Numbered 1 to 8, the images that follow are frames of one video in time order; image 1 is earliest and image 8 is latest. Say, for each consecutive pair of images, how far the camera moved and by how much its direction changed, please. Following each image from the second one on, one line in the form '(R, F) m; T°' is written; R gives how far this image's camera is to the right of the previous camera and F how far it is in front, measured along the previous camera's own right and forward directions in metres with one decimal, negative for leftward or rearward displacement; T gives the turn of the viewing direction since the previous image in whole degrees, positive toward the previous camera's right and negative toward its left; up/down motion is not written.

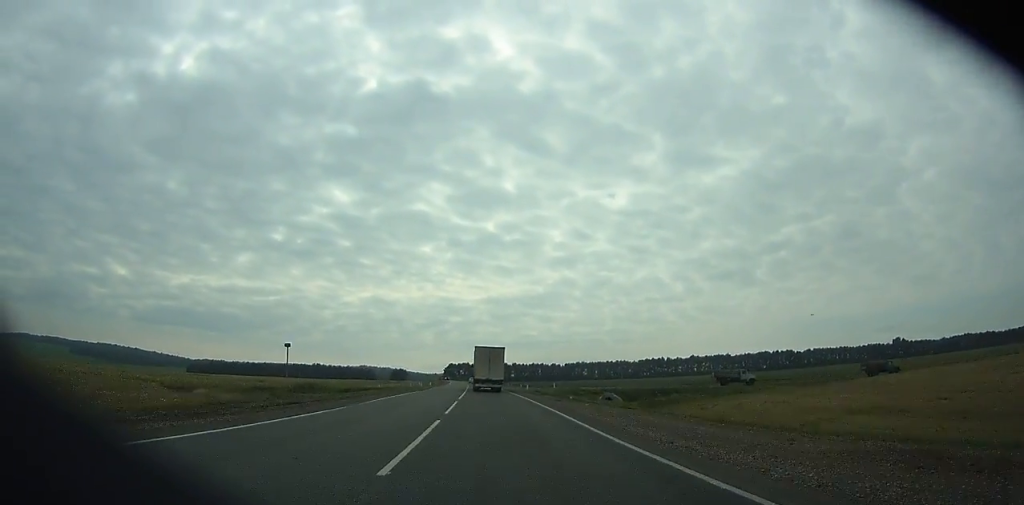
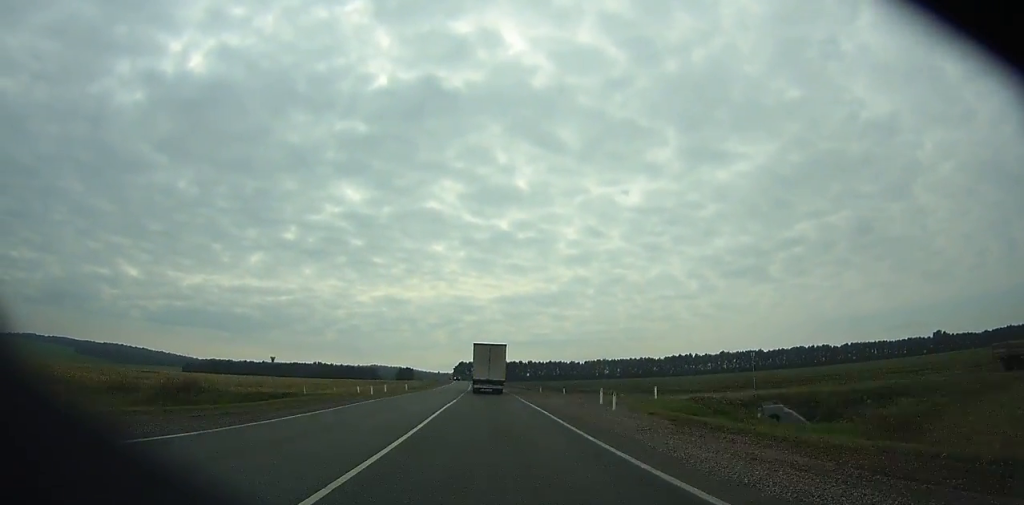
(-0.4, +45.2) m; -2°
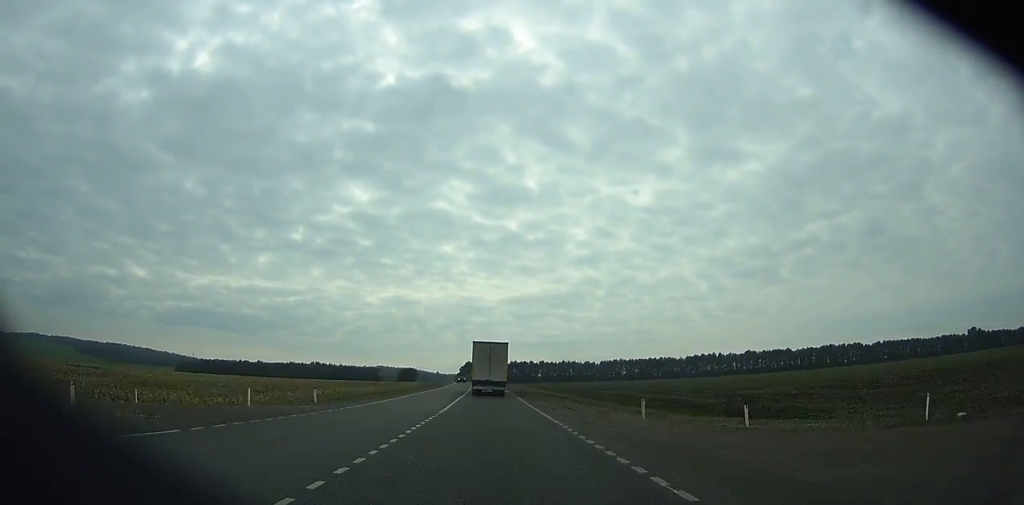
(-0.8, +36.8) m; -1°
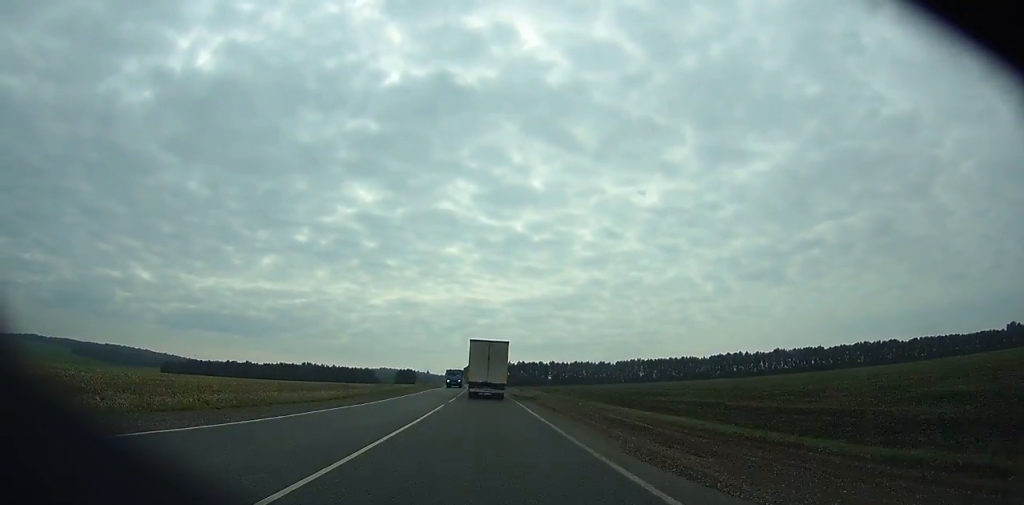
(-0.4, +43.1) m; -1°
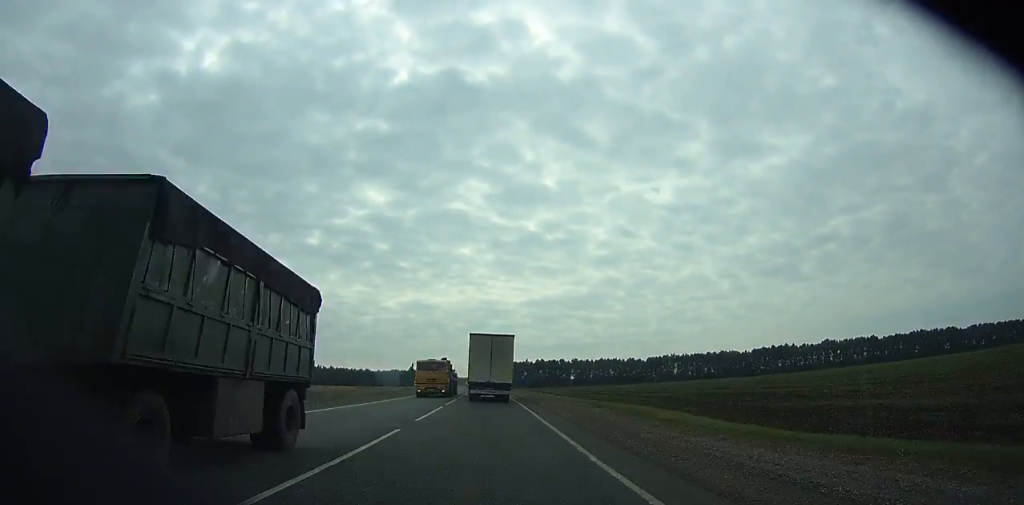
(-0.3, +51.5) m; -1°
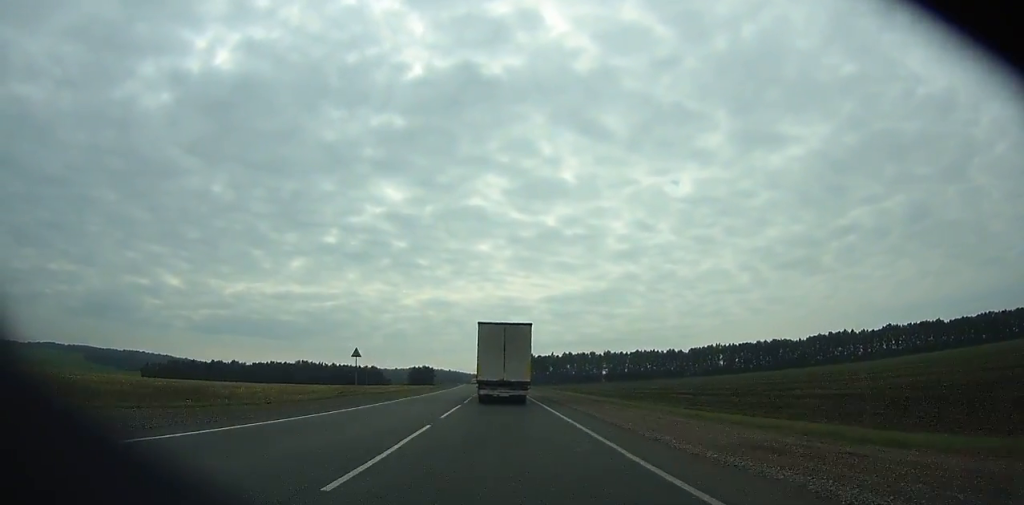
(-0.8, +48.1) m; -2°
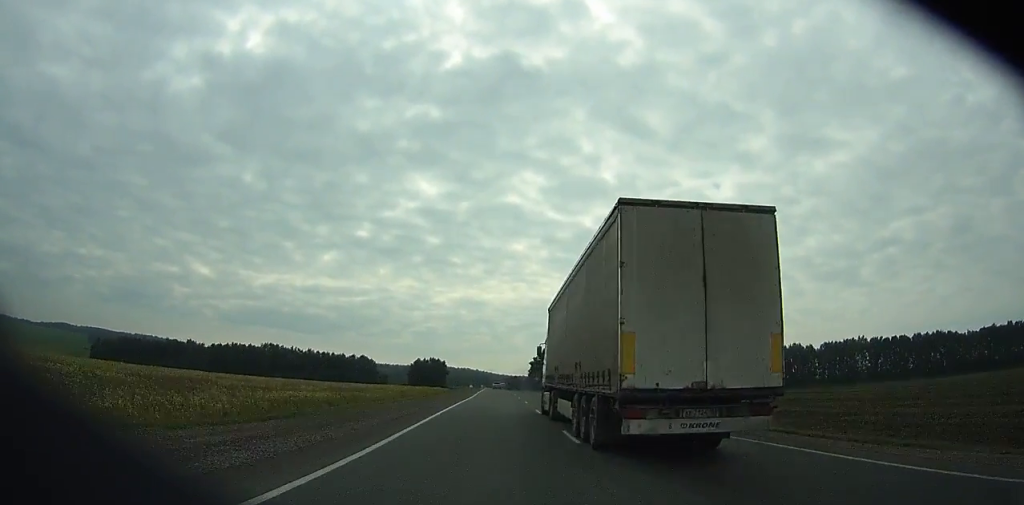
(-4.0, +113.1) m; -3°
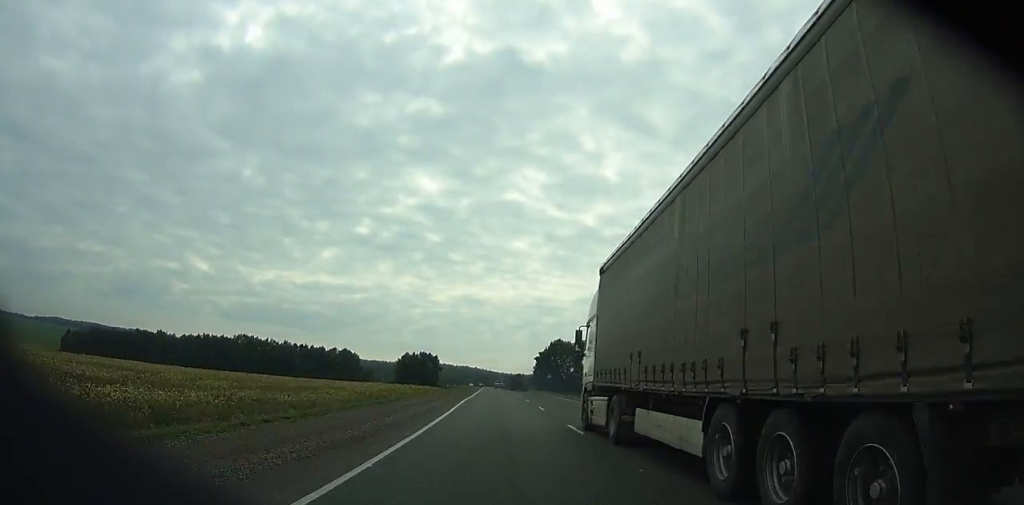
(-0.4, +32.2) m; 0°
